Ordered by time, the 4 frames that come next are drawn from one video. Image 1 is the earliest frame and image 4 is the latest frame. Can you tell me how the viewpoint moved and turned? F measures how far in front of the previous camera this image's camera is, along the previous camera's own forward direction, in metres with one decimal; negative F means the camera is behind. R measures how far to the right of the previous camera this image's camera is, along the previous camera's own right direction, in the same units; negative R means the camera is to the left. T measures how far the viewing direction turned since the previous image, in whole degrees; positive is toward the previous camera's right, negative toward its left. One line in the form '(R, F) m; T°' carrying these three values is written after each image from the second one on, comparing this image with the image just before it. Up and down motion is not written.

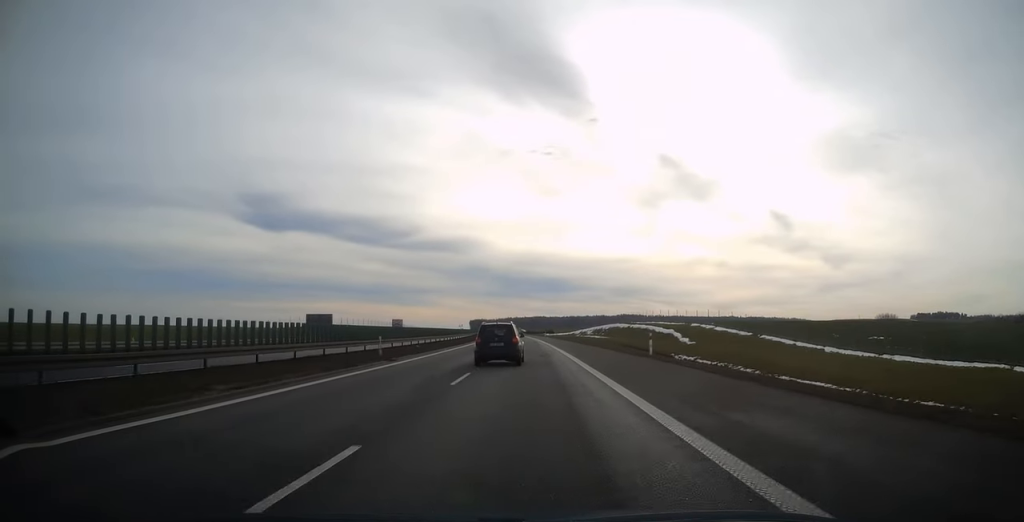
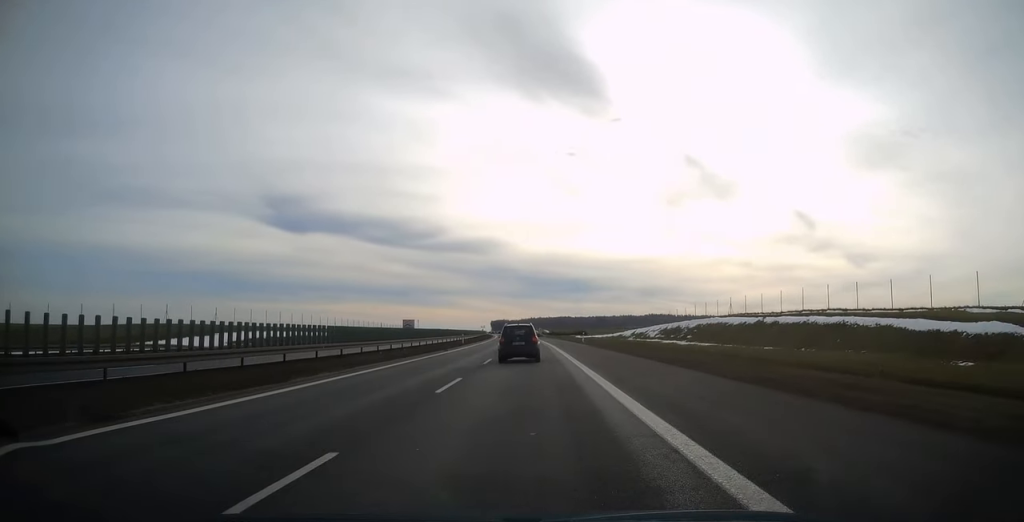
(-1.3, +61.6) m; -2°
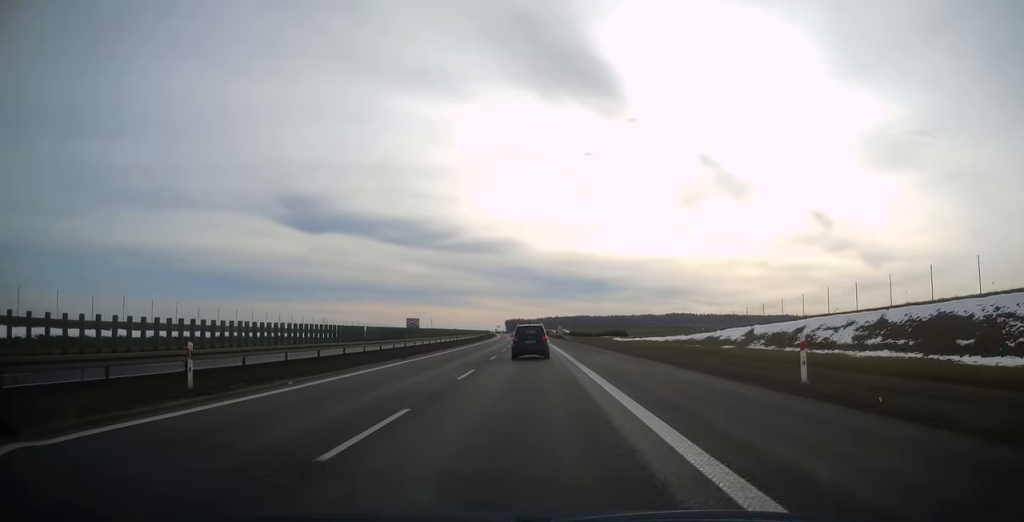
(-0.7, +56.3) m; -2°
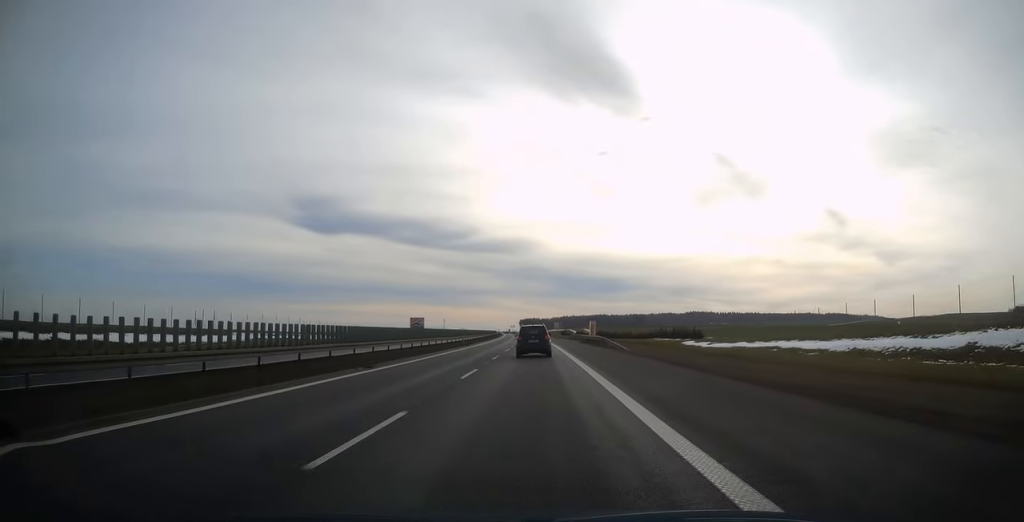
(-0.5, +47.6) m; -2°
